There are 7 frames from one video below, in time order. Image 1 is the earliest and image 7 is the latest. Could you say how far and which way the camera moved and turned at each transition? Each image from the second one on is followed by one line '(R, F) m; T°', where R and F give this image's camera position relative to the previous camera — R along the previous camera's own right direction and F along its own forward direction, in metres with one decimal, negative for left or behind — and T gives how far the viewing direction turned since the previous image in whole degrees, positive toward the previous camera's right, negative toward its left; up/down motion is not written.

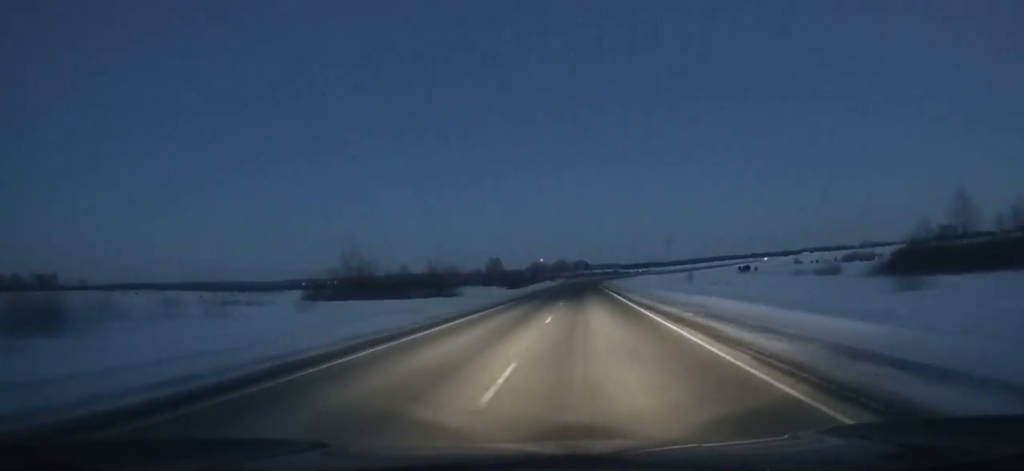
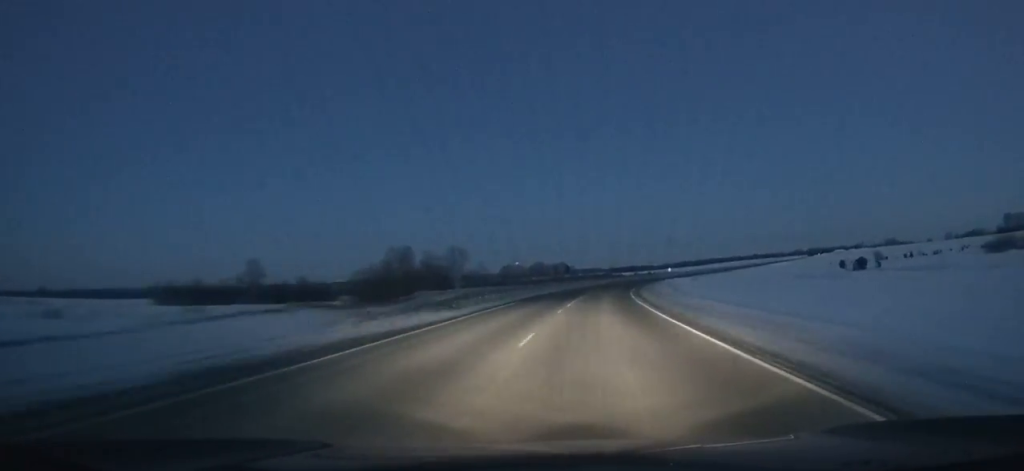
(+2.0, +126.0) m; +4°
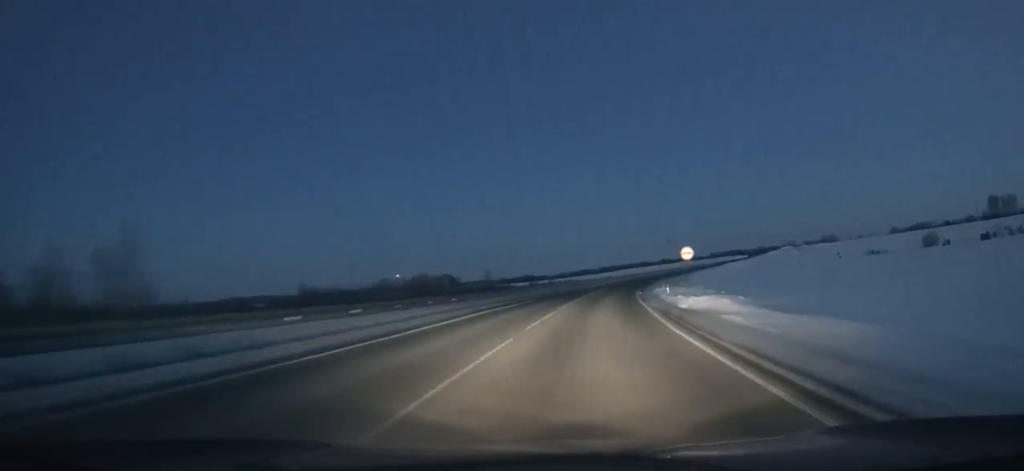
(+9.0, +113.0) m; +10°
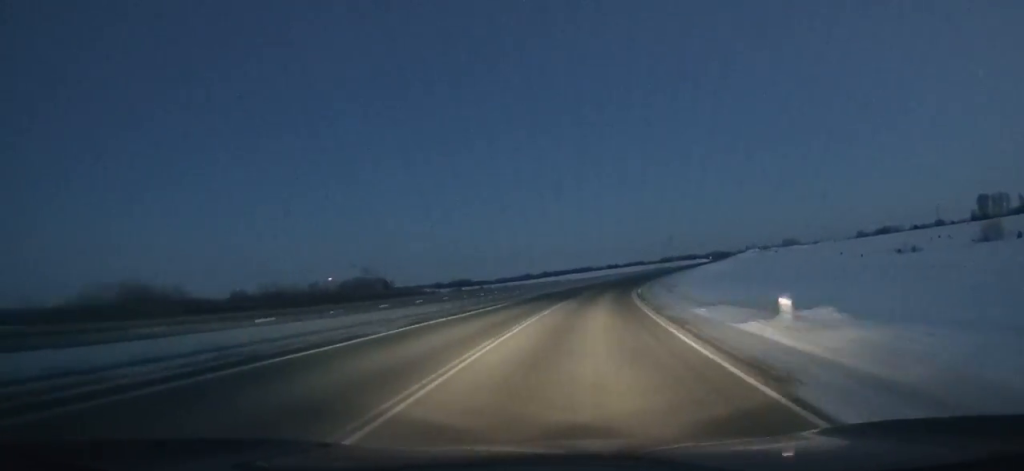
(+1.2, +50.0) m; +5°
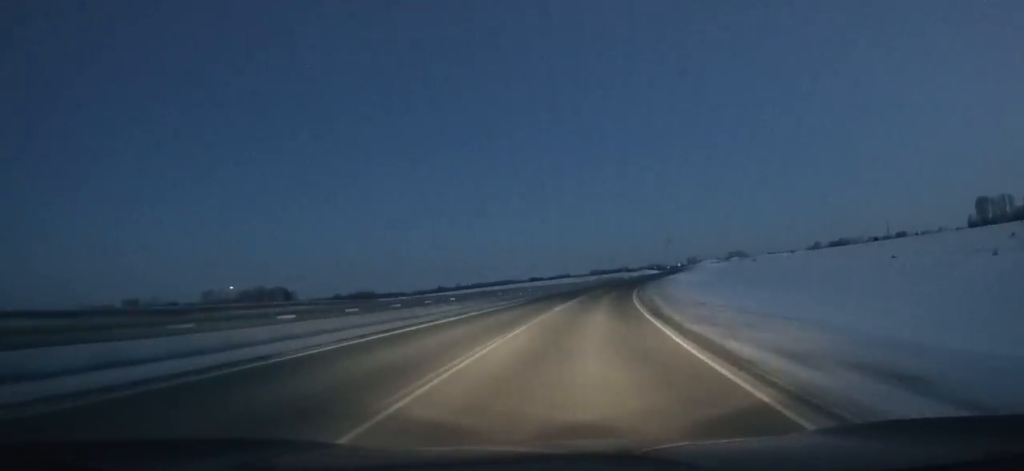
(+4.4, +69.9) m; +7°
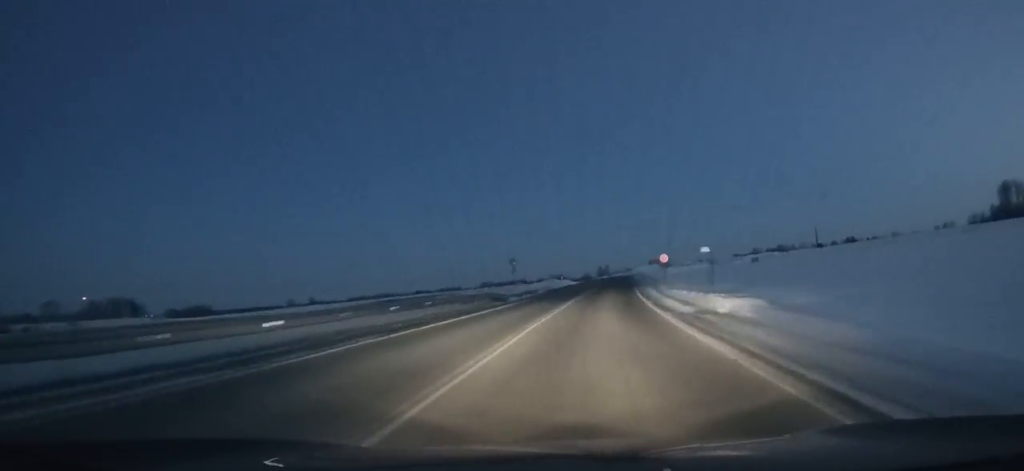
(+7.6, +97.6) m; +9°
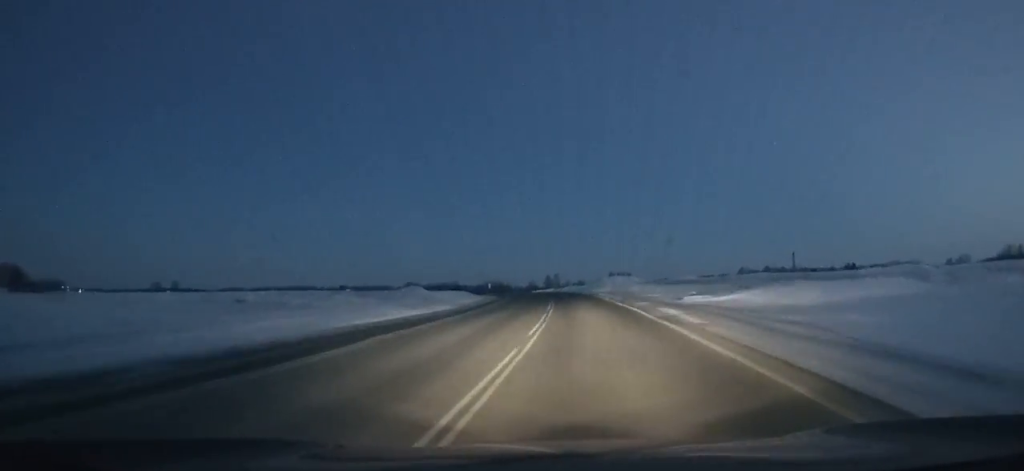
(+5.1, +87.8) m; +2°
